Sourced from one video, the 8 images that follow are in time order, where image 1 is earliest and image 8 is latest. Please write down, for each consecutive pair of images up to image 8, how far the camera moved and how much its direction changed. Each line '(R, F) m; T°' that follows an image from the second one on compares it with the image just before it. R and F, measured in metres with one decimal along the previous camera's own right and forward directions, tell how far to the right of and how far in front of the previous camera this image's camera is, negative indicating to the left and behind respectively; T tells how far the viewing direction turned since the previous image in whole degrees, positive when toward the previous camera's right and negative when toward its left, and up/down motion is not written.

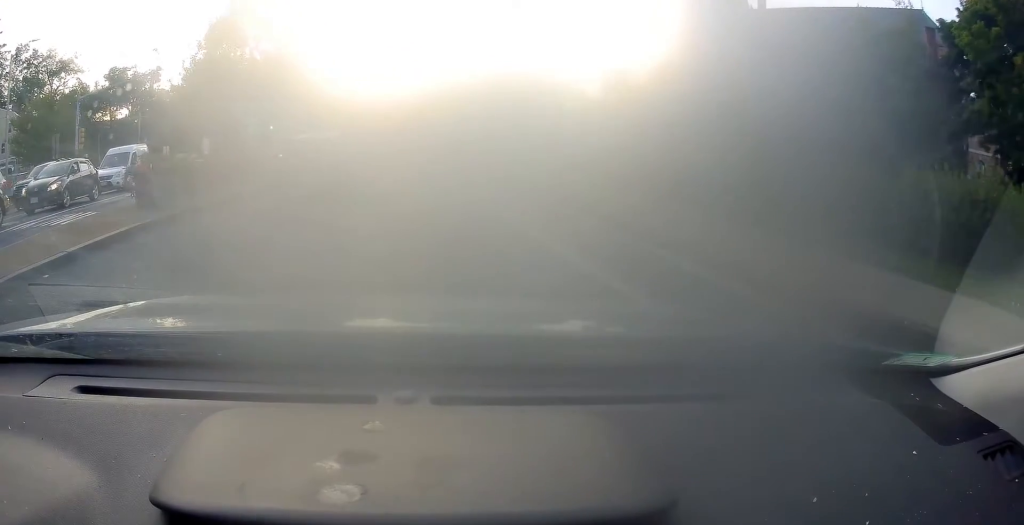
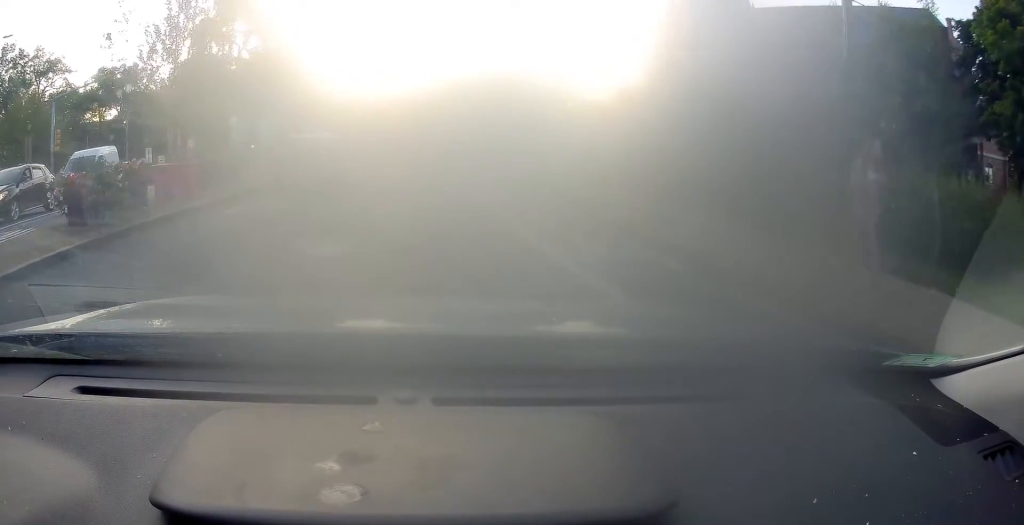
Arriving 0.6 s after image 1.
(-0.1, +3.2) m; -3°
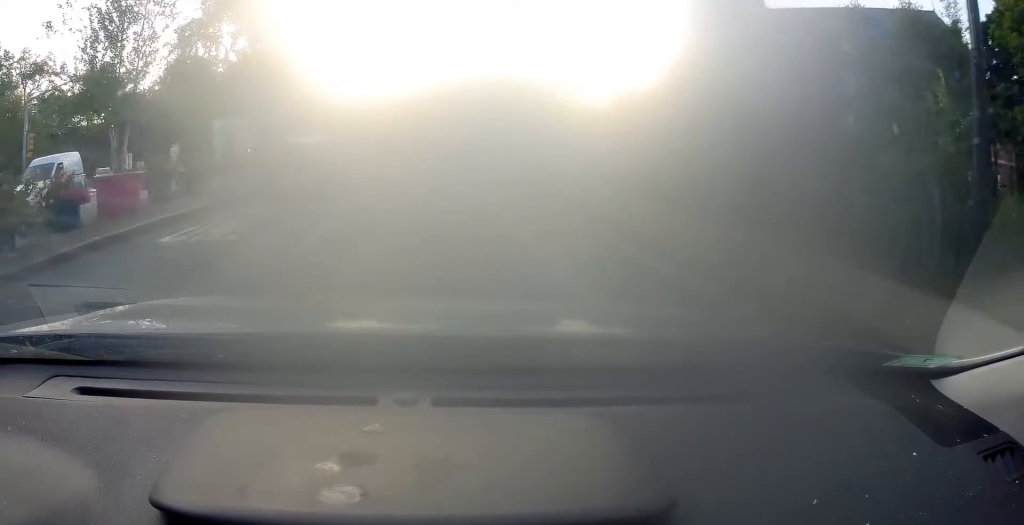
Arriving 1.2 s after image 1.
(0.0, +2.9) m; -1°
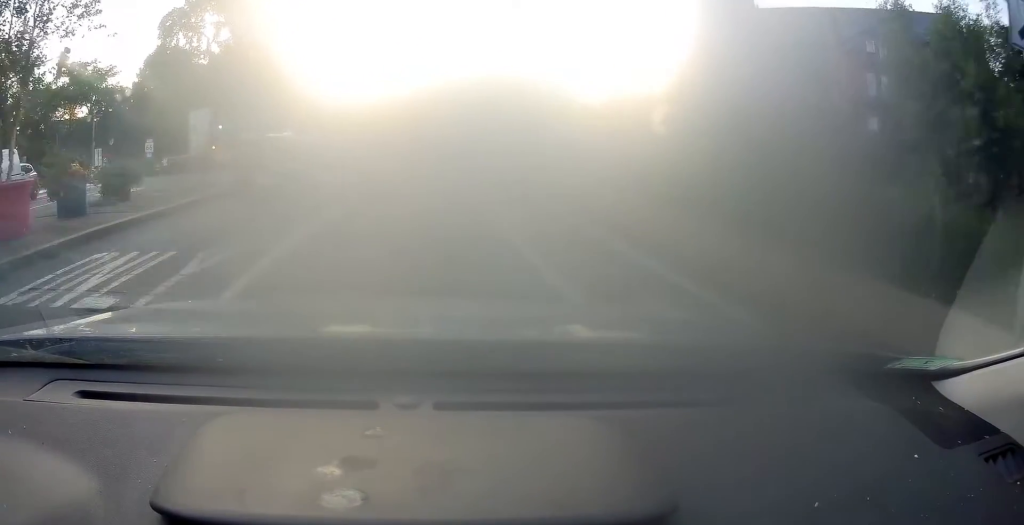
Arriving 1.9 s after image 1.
(-0.2, +4.3) m; +2°
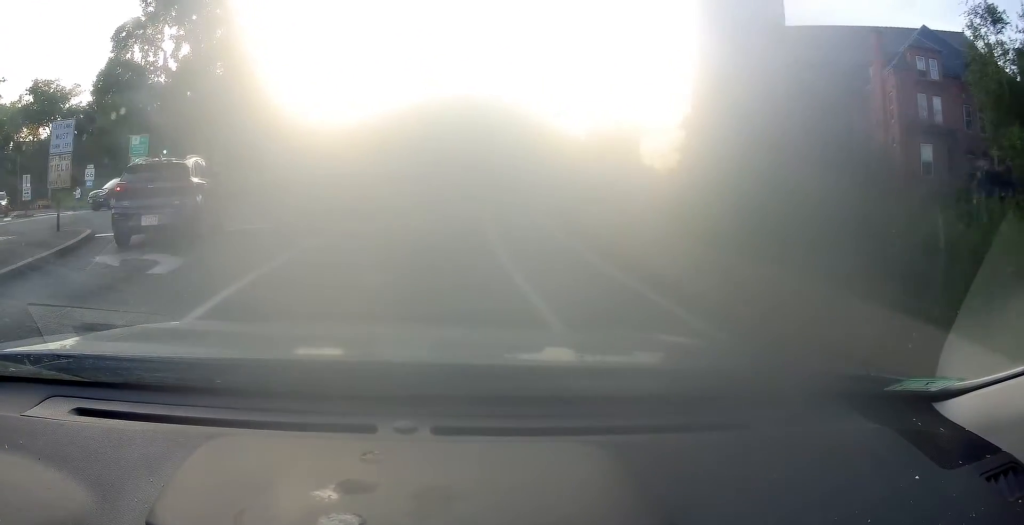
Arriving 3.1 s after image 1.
(+0.7, +7.5) m; +6°
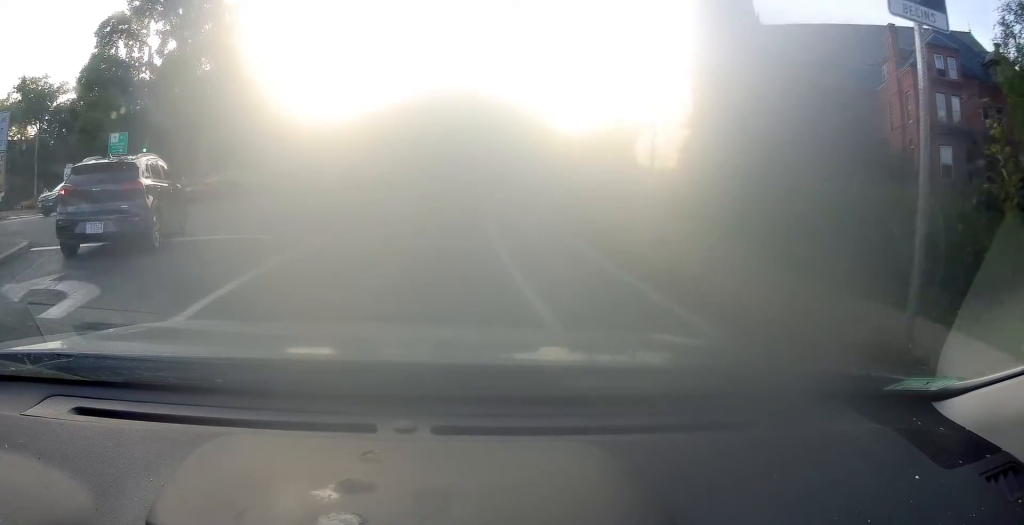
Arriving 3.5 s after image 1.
(0.0, +2.7) m; 0°
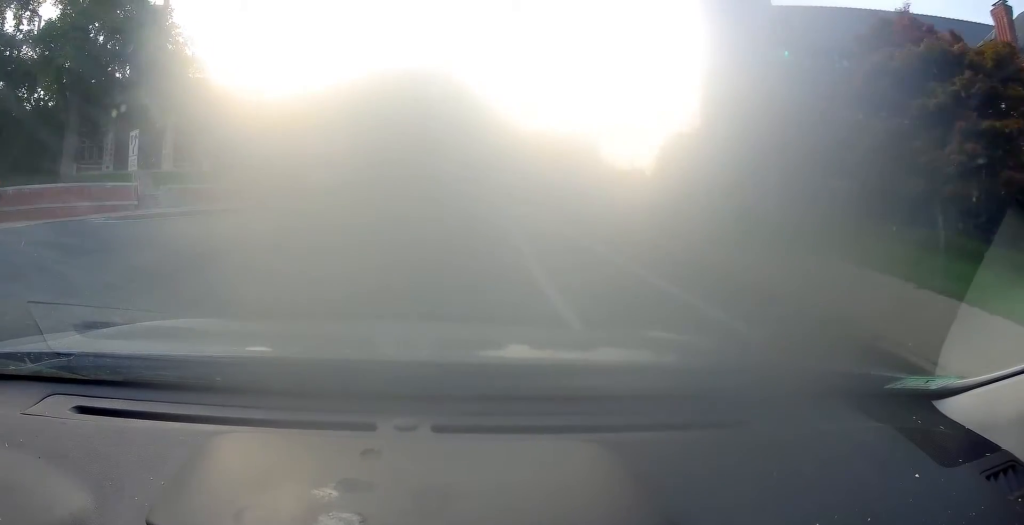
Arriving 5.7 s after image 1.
(+0.2, +15.2) m; +5°
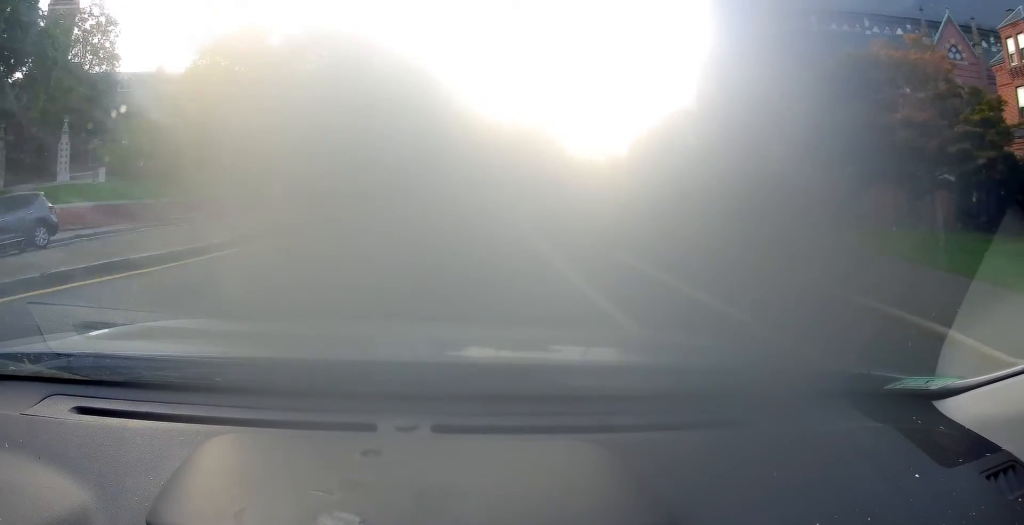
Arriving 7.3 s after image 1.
(+1.0, +13.1) m; +8°
